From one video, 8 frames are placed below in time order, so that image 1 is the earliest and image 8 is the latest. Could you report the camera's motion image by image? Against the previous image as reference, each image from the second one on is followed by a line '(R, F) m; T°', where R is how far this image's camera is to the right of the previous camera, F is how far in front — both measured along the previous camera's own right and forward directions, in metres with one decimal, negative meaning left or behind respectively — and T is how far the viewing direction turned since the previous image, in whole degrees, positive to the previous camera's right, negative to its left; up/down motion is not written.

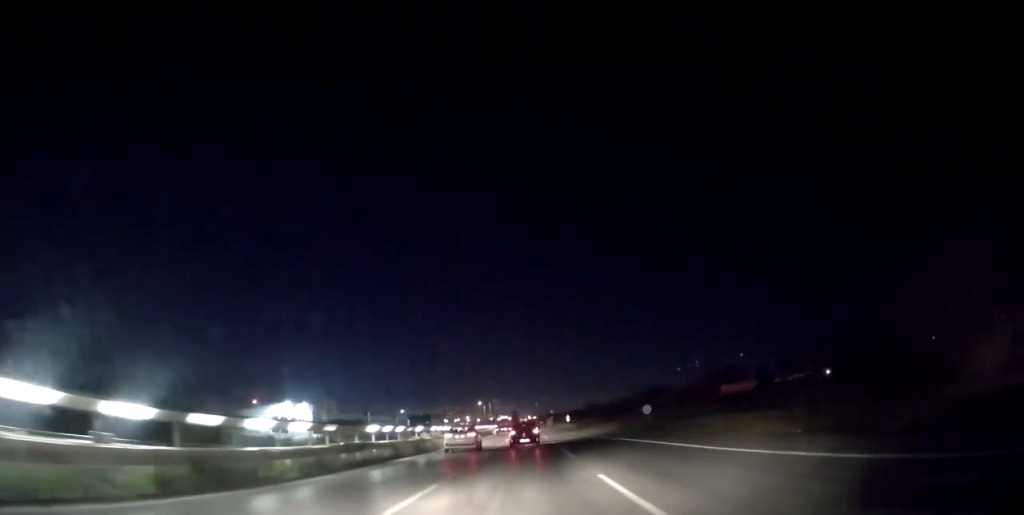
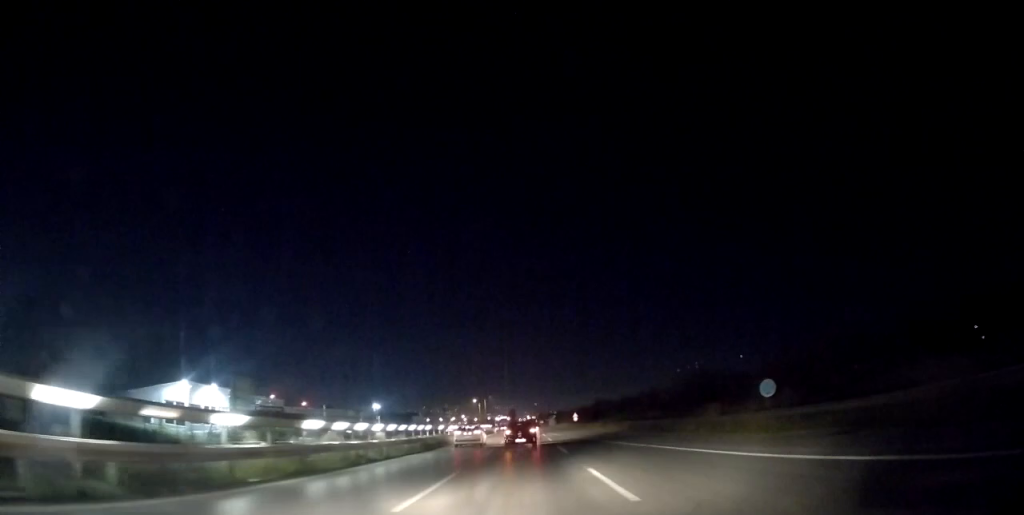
(+0.2, +23.1) m; -1°
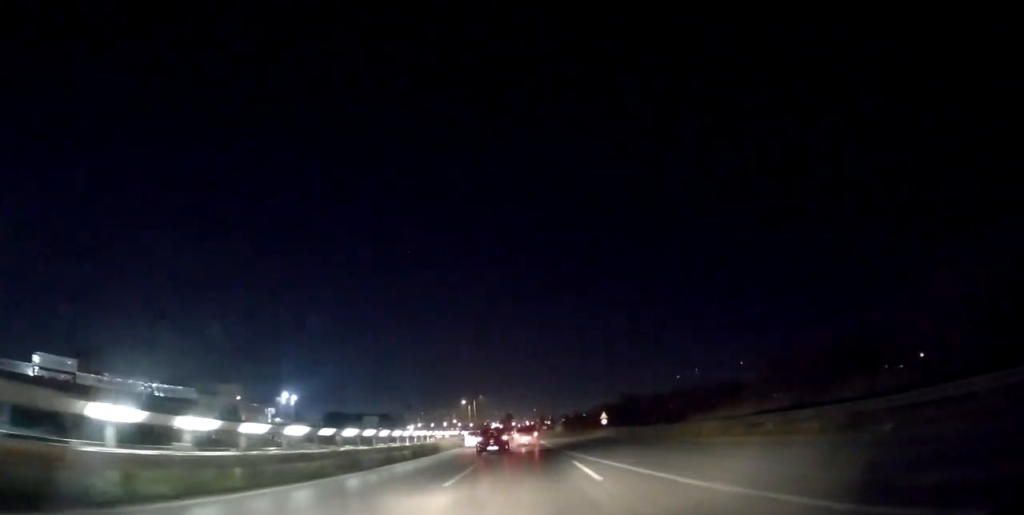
(-0.4, +41.3) m; 0°
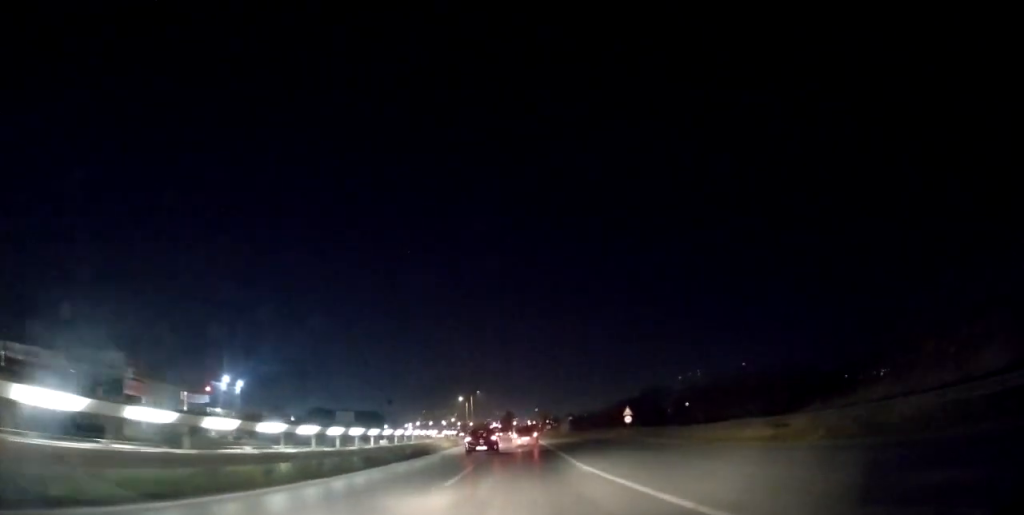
(0.0, +14.7) m; -1°
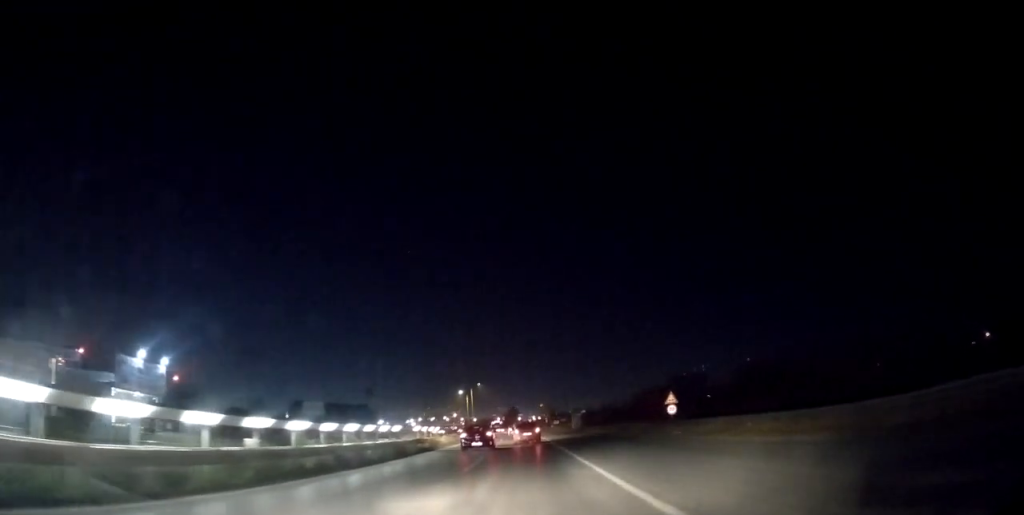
(-0.2, +13.9) m; -1°
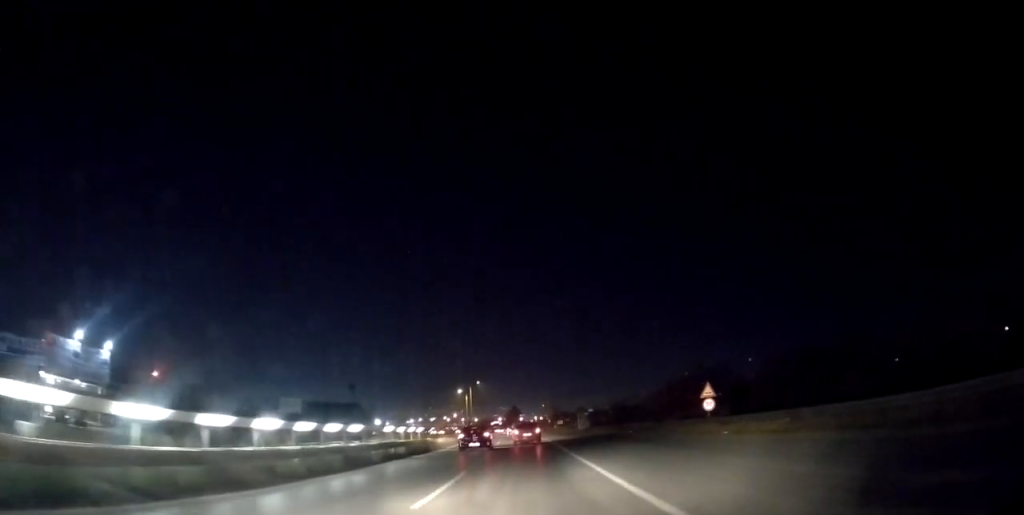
(0.0, +7.5) m; 0°
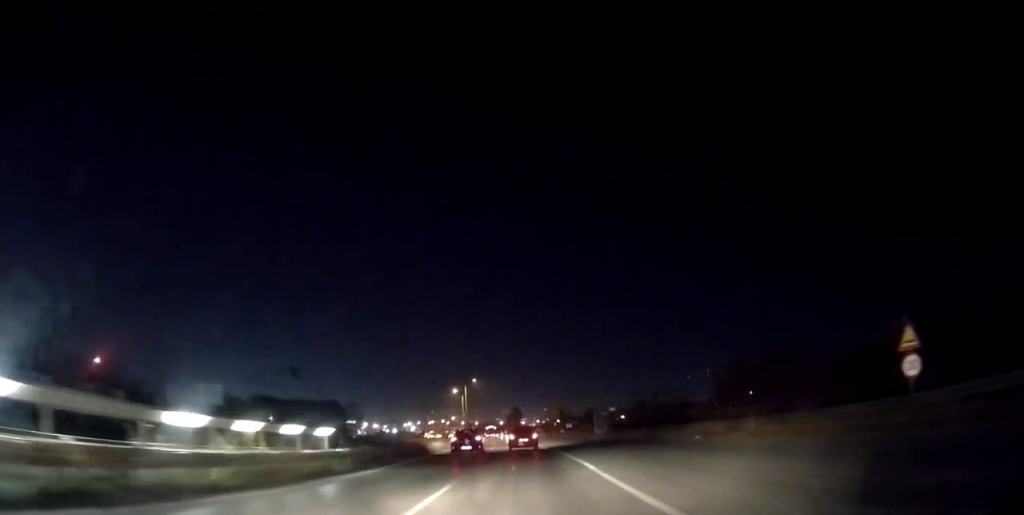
(0.0, +17.7) m; 0°
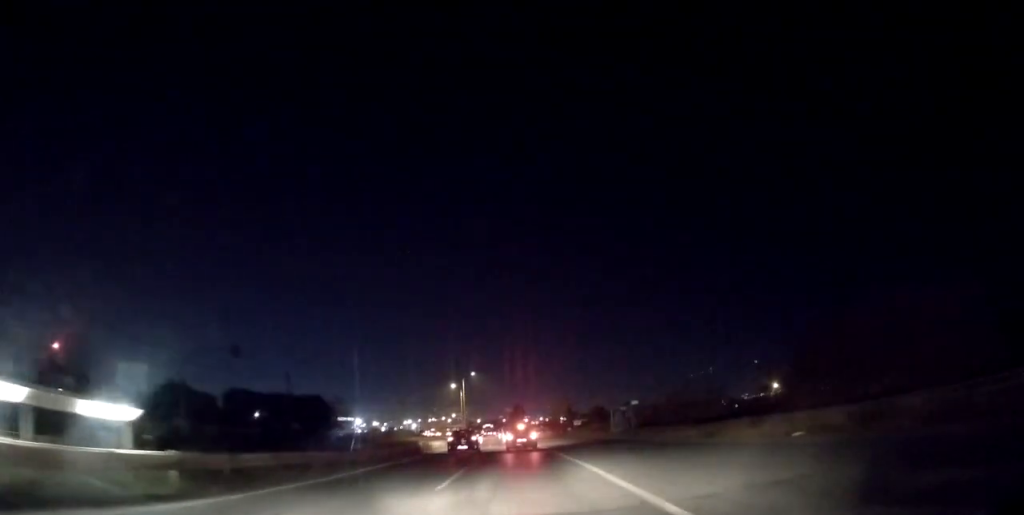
(0.0, +10.6) m; 0°
